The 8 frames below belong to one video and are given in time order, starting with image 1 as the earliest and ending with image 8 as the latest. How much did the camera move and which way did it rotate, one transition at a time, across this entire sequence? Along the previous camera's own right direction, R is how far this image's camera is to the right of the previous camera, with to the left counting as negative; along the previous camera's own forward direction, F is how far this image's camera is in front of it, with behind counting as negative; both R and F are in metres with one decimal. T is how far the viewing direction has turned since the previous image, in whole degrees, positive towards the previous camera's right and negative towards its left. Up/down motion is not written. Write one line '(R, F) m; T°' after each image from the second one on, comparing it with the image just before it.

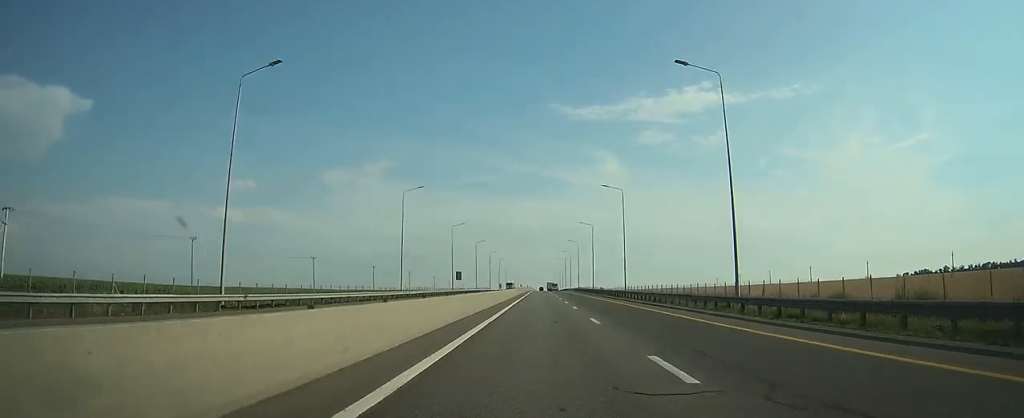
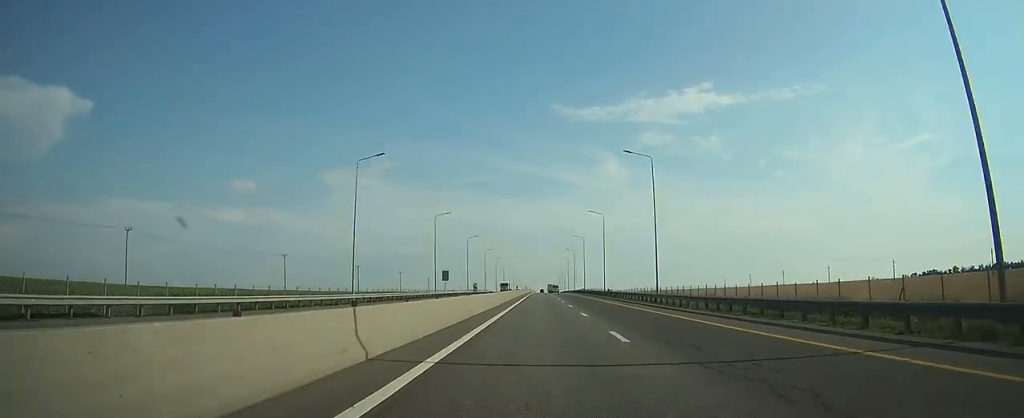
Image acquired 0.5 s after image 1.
(0.0, +18.3) m; 0°
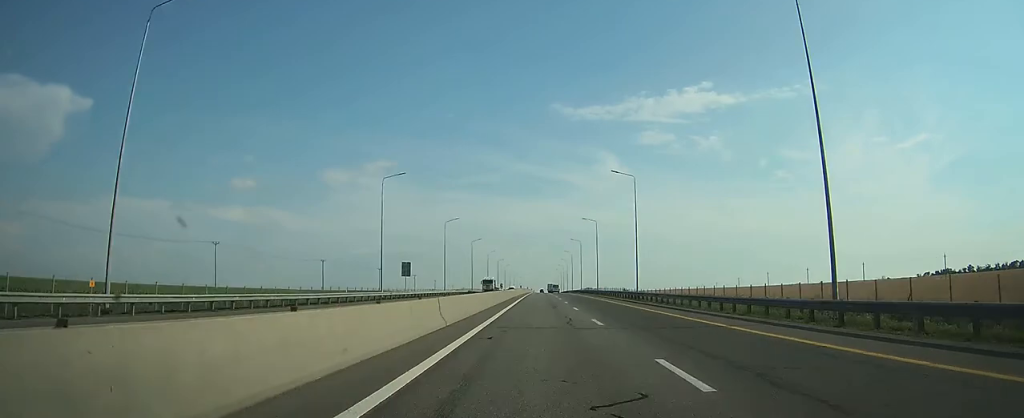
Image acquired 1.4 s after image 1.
(-0.1, +30.7) m; 0°
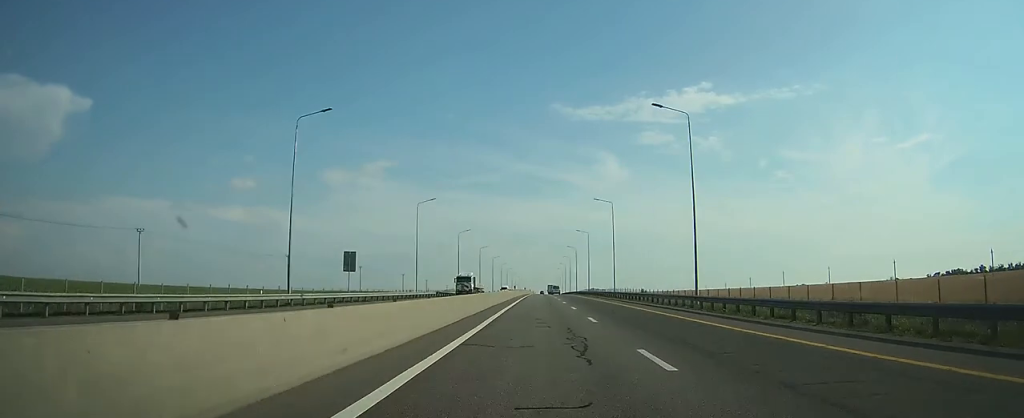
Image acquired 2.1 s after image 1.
(0.0, +22.7) m; 0°
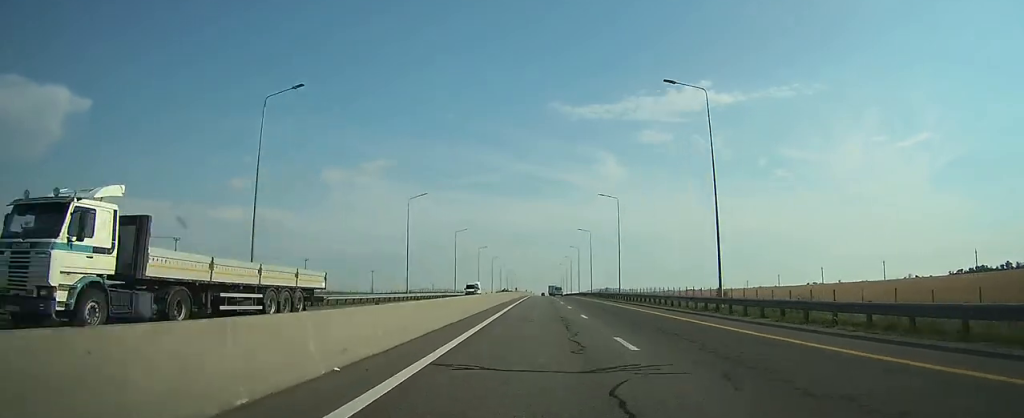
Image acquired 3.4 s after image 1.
(+0.1, +45.2) m; 0°
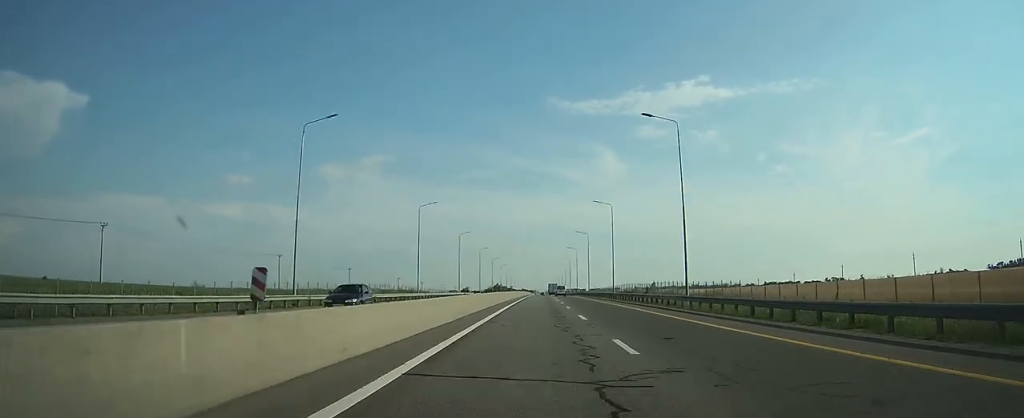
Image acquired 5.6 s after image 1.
(+0.1, +73.0) m; 0°
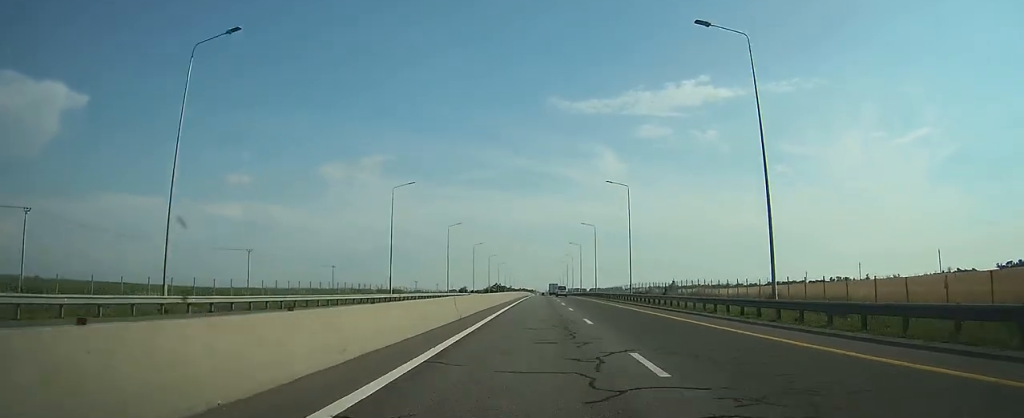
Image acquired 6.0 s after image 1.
(0.0, +14.6) m; 0°
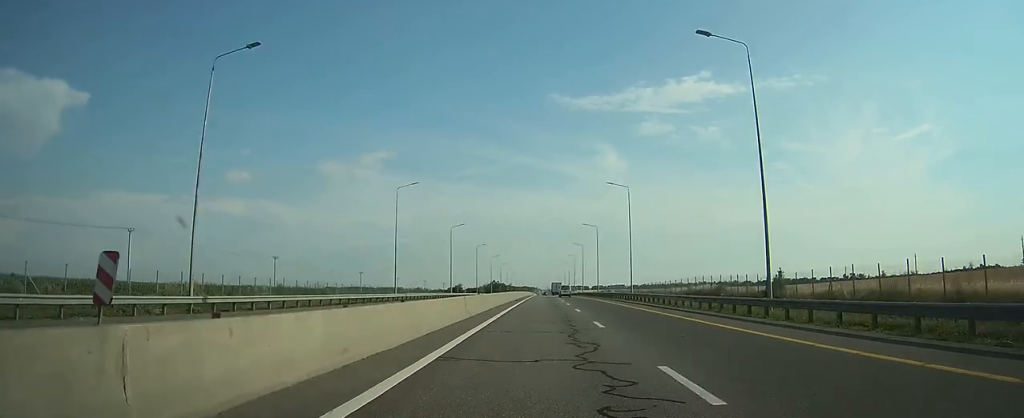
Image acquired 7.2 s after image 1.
(0.0, +38.2) m; 0°
